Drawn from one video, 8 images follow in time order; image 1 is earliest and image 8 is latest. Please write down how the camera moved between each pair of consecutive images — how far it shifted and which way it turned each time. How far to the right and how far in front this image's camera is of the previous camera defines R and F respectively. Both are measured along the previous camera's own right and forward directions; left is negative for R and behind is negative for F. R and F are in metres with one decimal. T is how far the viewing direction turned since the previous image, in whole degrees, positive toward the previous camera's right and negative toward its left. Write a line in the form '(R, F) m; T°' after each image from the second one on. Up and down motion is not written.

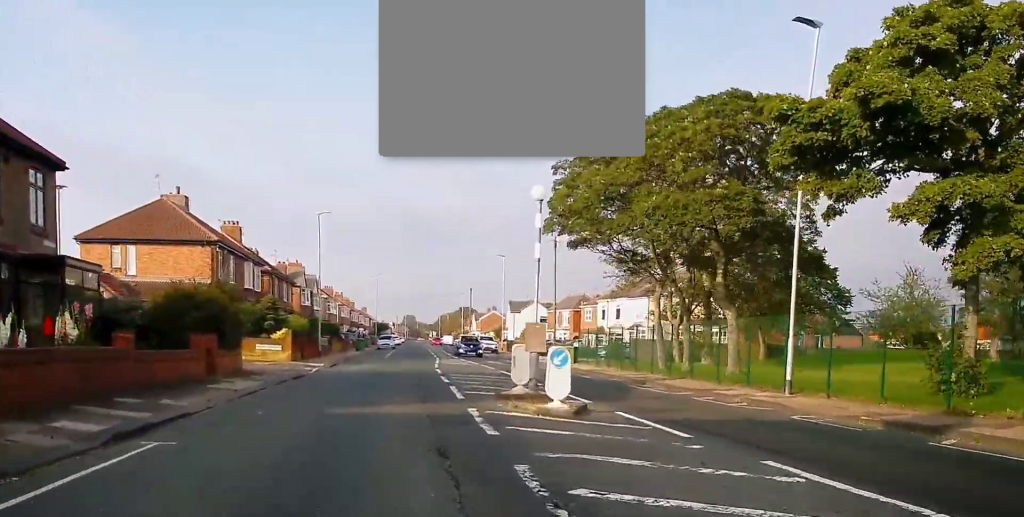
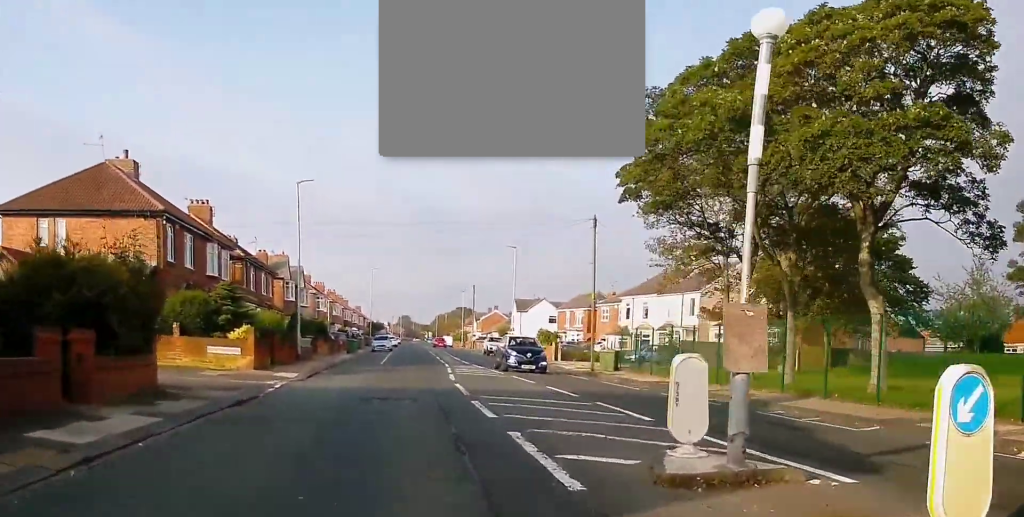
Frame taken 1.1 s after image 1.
(0.0, +9.7) m; 0°
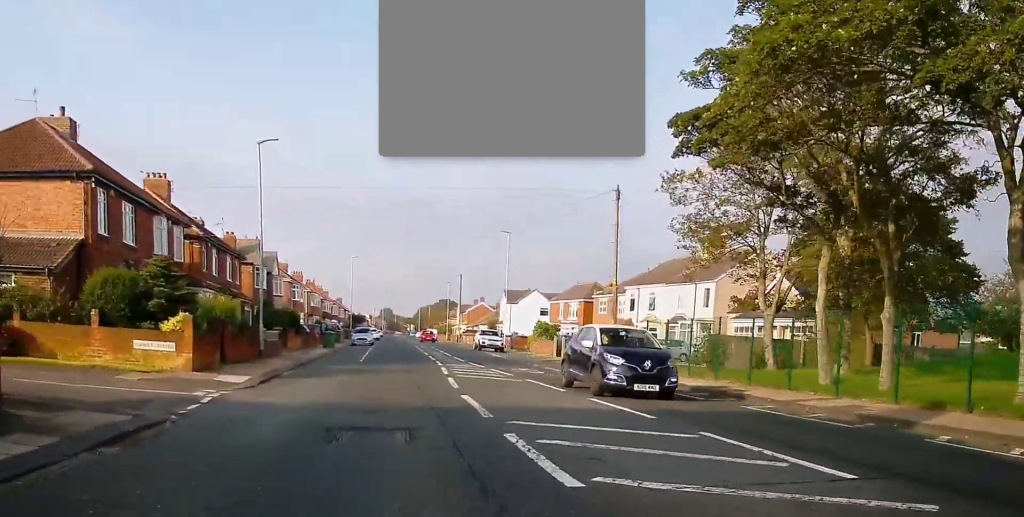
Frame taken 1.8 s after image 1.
(0.0, +6.6) m; -1°
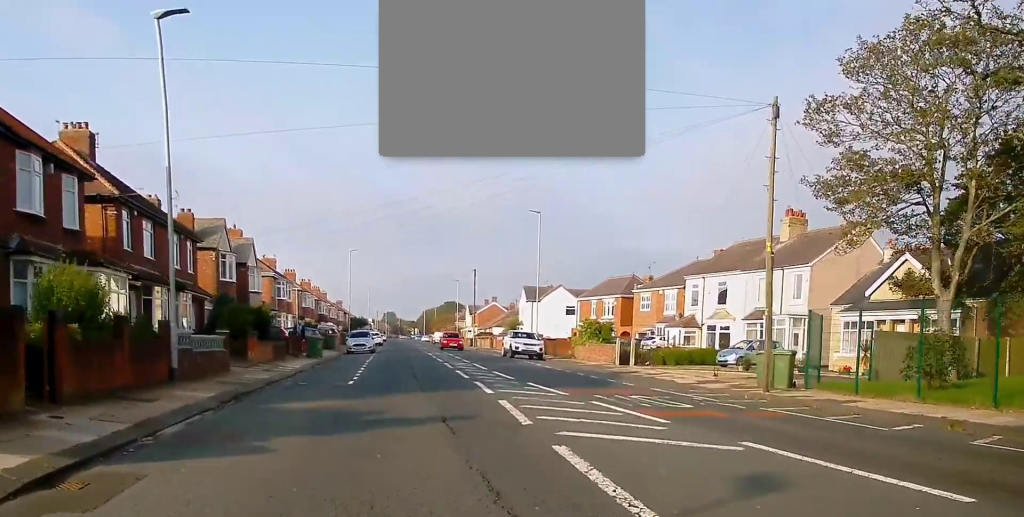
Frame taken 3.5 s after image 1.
(-0.2, +13.3) m; -1°
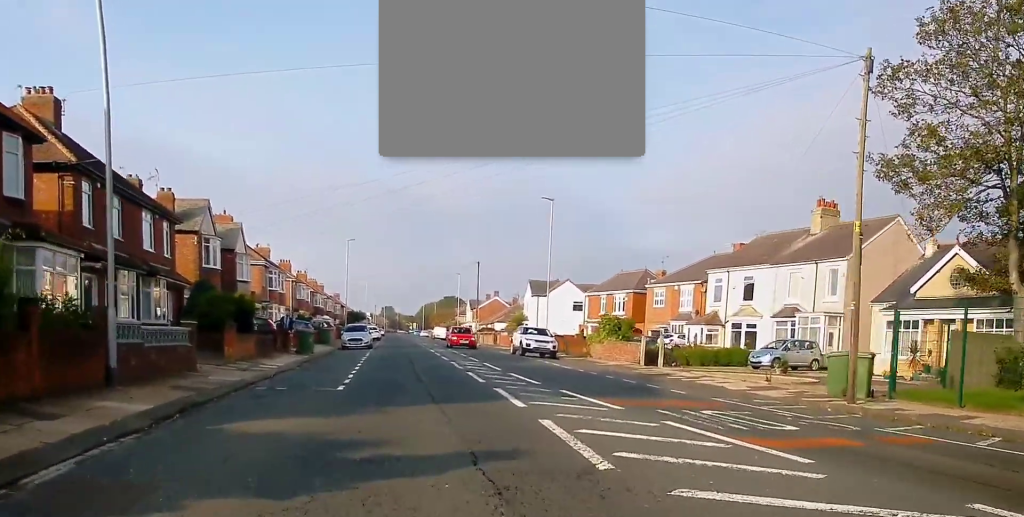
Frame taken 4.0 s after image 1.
(0.0, +4.3) m; +1°
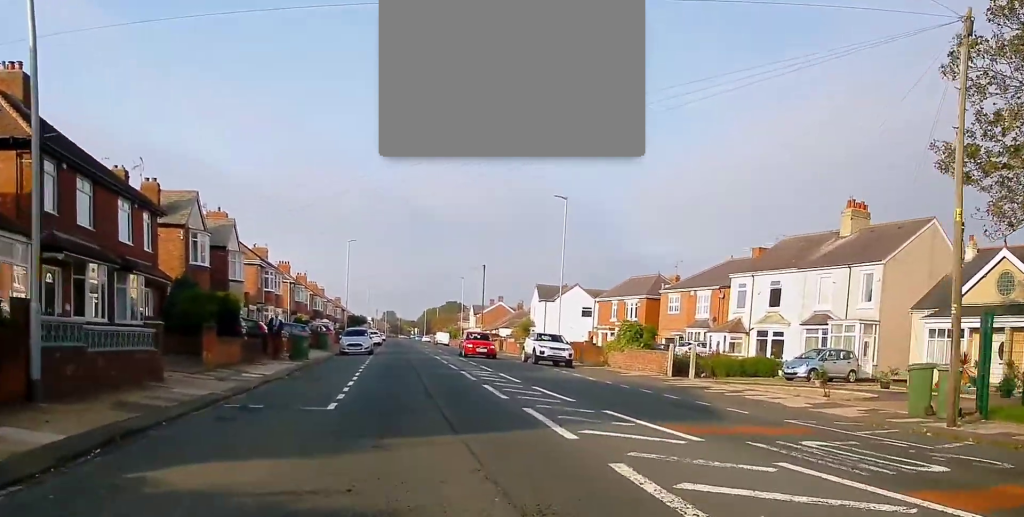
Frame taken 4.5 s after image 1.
(+0.1, +3.2) m; +1°
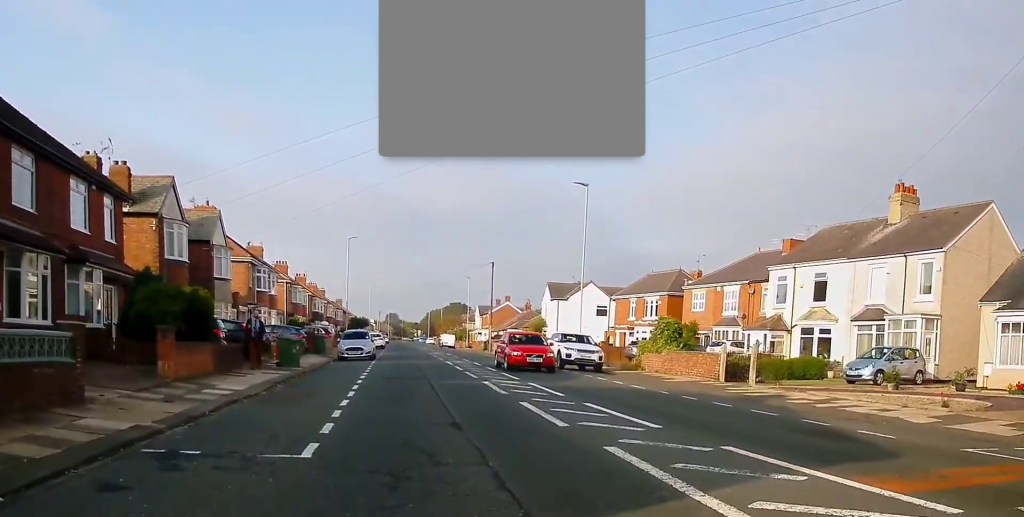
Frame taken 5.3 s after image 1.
(+0.1, +5.0) m; 0°
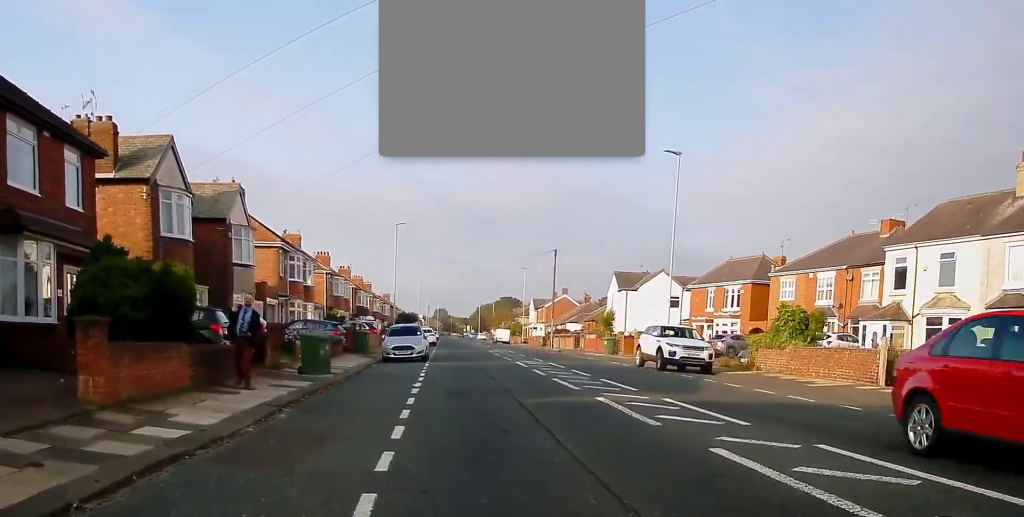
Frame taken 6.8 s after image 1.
(-0.4, +7.4) m; -7°
